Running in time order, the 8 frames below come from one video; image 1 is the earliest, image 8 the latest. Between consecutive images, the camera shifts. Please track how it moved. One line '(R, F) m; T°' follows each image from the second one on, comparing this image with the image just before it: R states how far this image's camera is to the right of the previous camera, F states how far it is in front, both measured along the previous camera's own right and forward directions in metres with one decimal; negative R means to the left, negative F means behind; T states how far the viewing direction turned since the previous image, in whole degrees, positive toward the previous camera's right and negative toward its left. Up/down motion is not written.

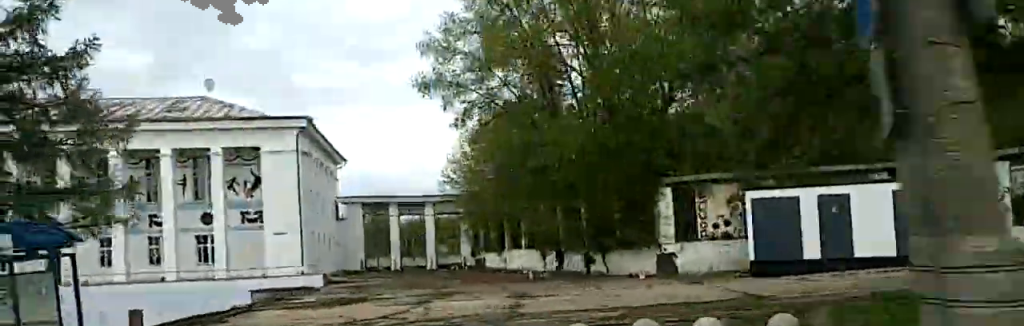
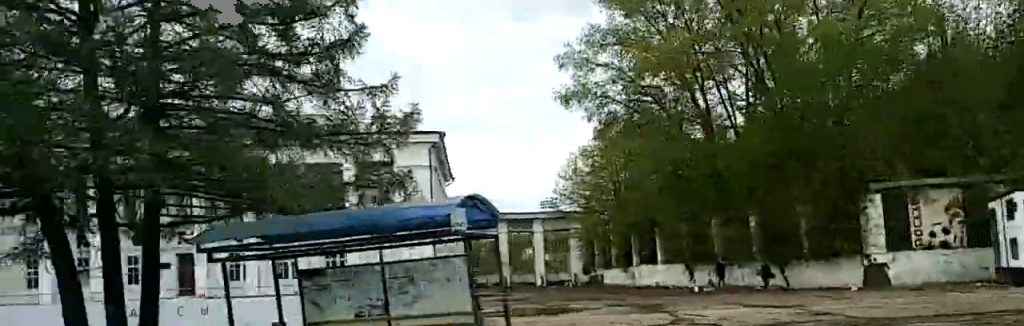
(+0.1, +7.8) m; +1°
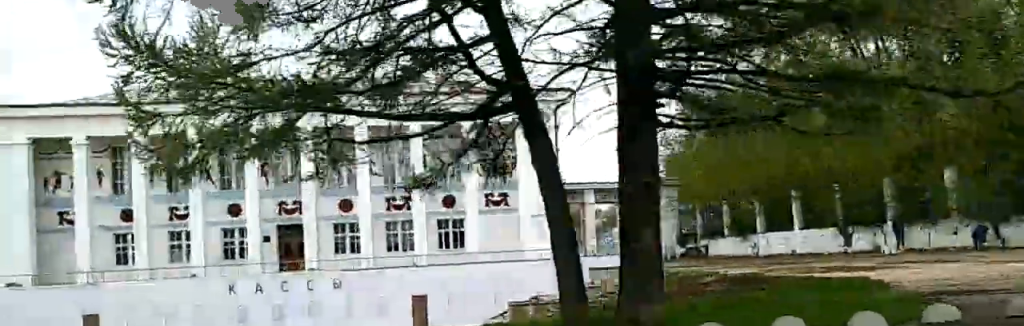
(+0.1, +12.4) m; +1°
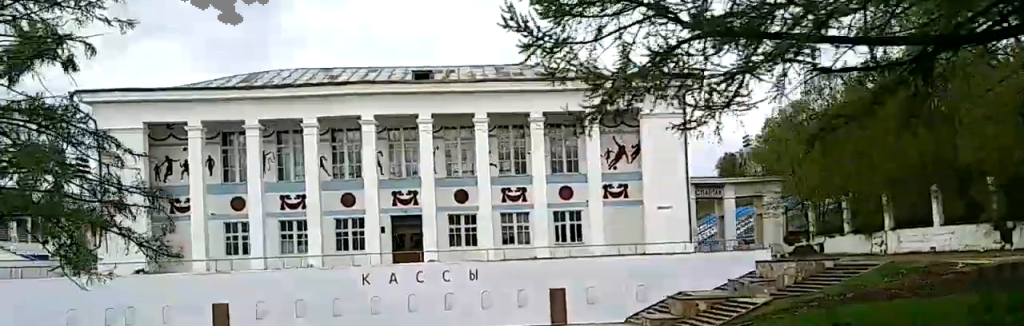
(0.0, +7.2) m; 0°
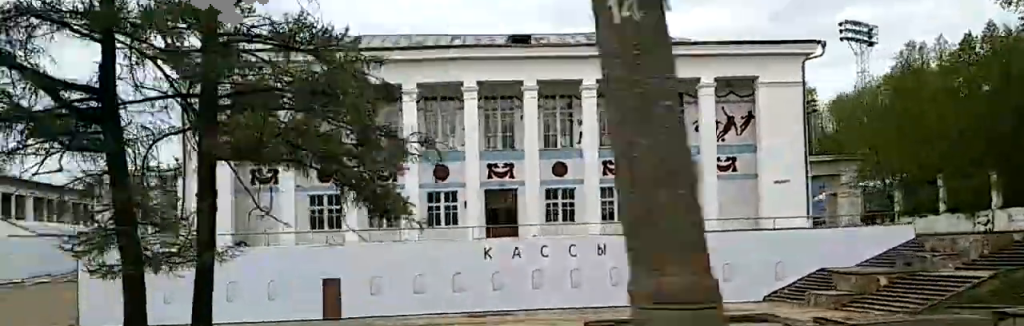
(0.0, +8.5) m; 0°
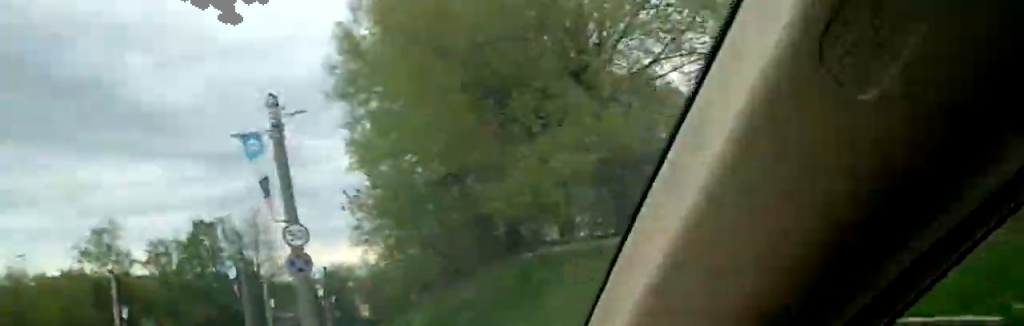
(+0.5, +57.7) m; +3°
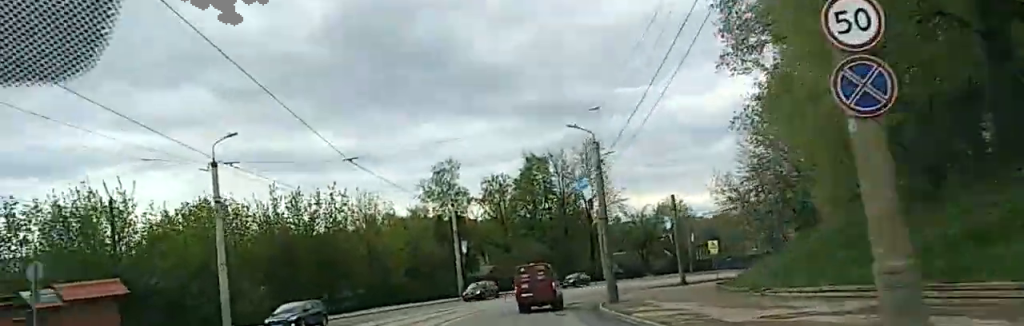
(0.0, +12.9) m; 0°
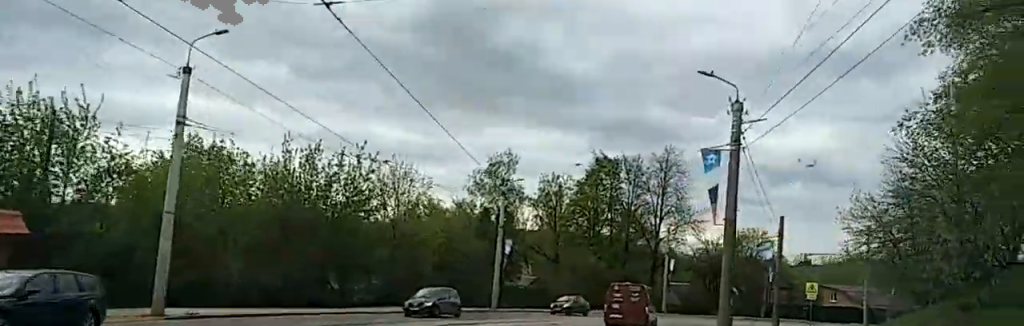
(0.0, +12.8) m; +2°
